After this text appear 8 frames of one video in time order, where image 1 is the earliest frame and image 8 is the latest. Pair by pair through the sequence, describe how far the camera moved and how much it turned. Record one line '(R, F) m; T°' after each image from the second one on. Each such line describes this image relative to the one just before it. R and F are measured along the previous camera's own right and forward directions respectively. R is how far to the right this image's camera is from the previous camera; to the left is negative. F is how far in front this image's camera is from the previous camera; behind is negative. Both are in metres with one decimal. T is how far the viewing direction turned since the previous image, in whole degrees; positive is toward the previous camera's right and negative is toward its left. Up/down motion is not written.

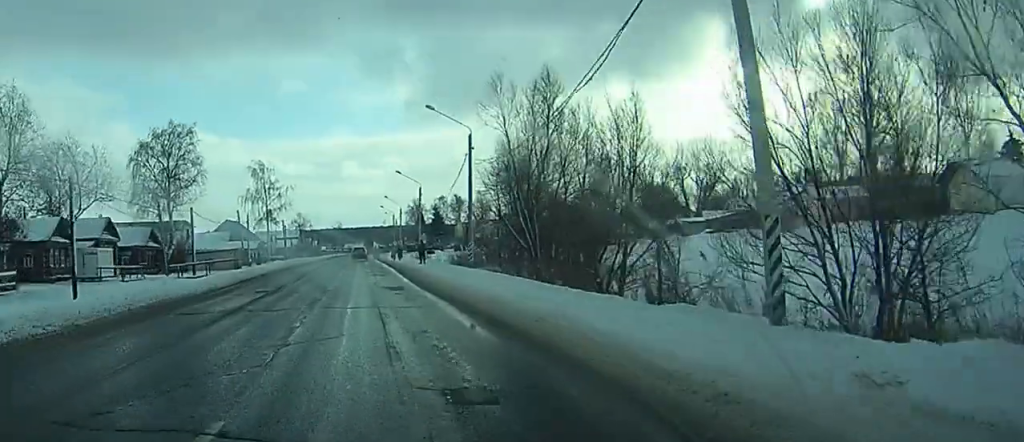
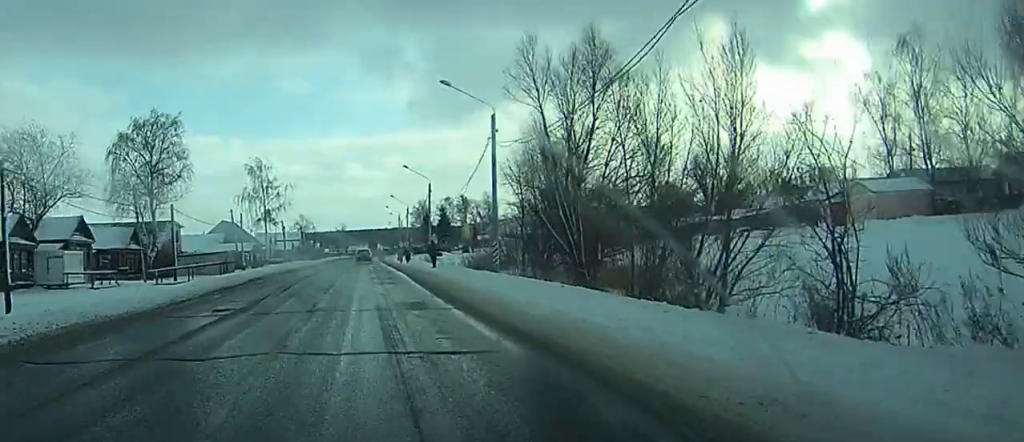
(-0.4, +8.6) m; -3°
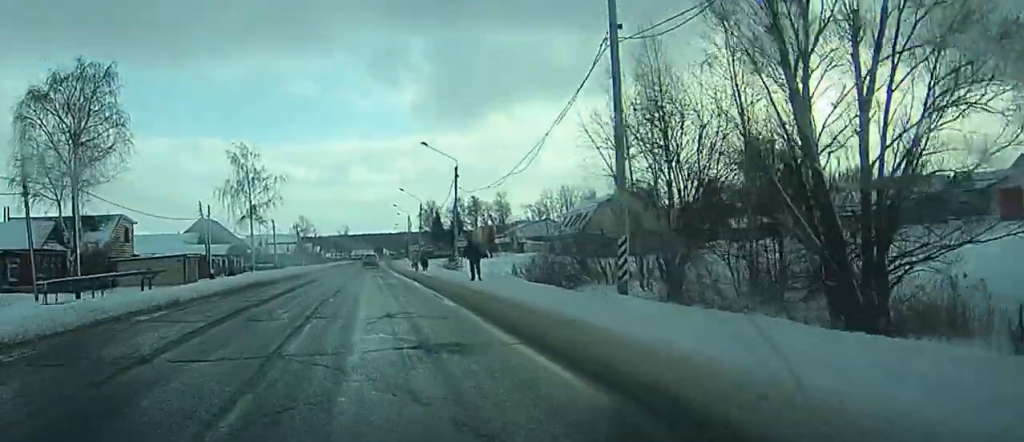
(0.0, +22.2) m; 0°
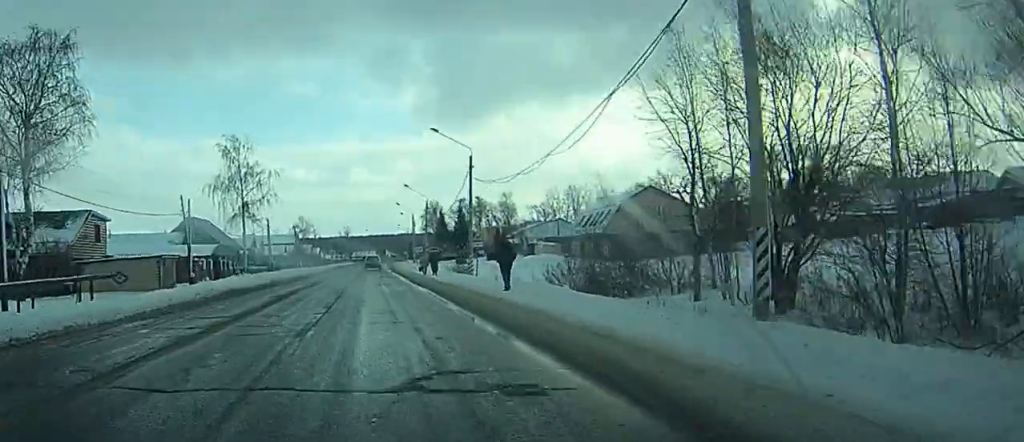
(0.0, +8.6) m; +1°
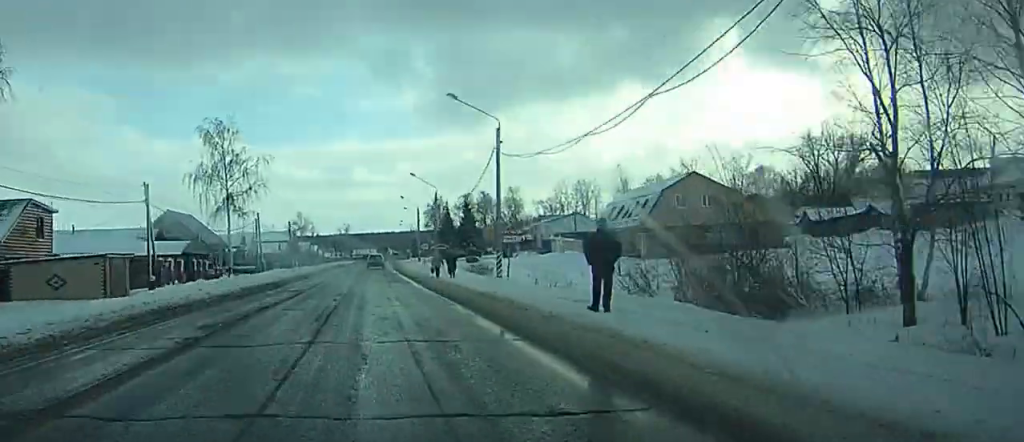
(+0.1, +12.2) m; +1°
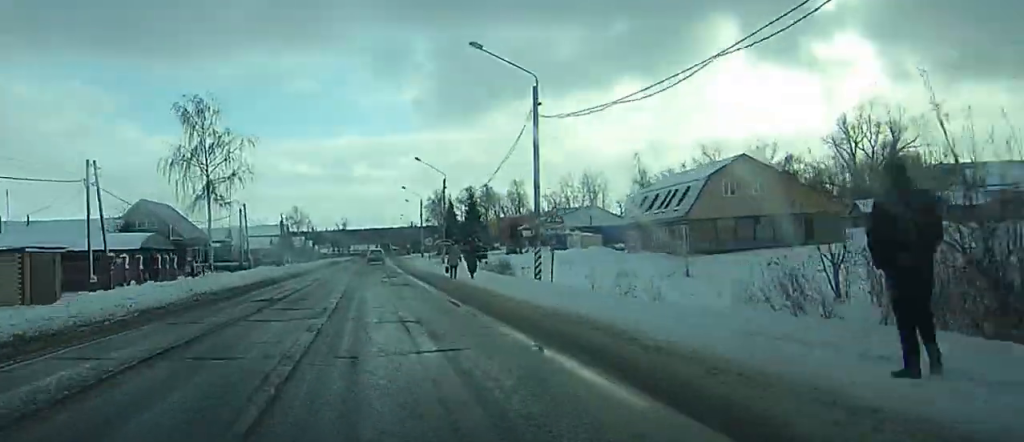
(+0.1, +10.9) m; +1°
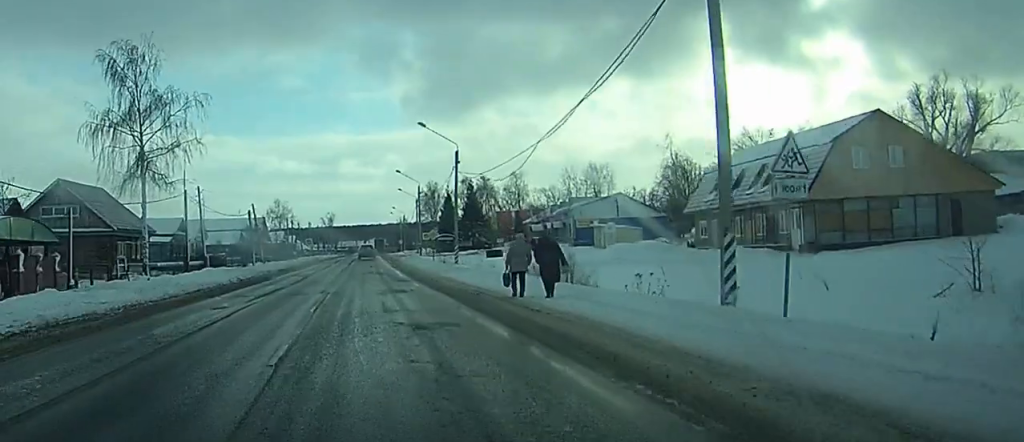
(0.0, +20.5) m; 0°
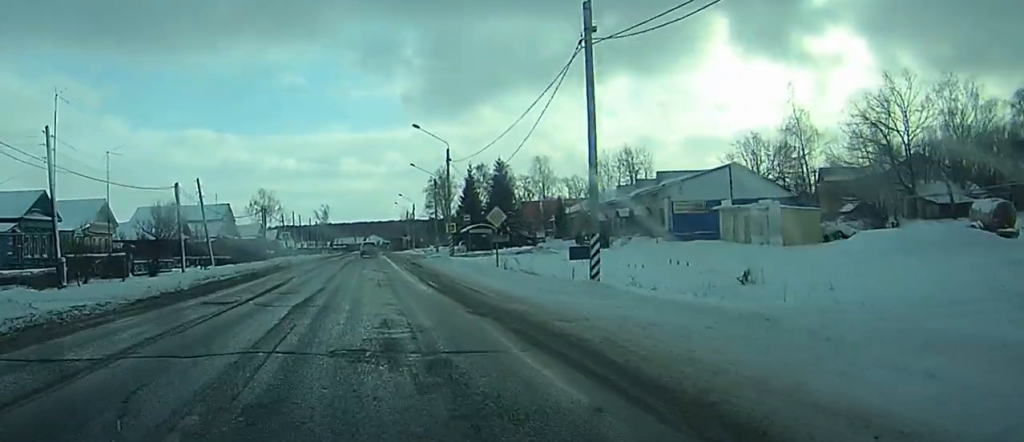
(+0.8, +37.0) m; 0°
